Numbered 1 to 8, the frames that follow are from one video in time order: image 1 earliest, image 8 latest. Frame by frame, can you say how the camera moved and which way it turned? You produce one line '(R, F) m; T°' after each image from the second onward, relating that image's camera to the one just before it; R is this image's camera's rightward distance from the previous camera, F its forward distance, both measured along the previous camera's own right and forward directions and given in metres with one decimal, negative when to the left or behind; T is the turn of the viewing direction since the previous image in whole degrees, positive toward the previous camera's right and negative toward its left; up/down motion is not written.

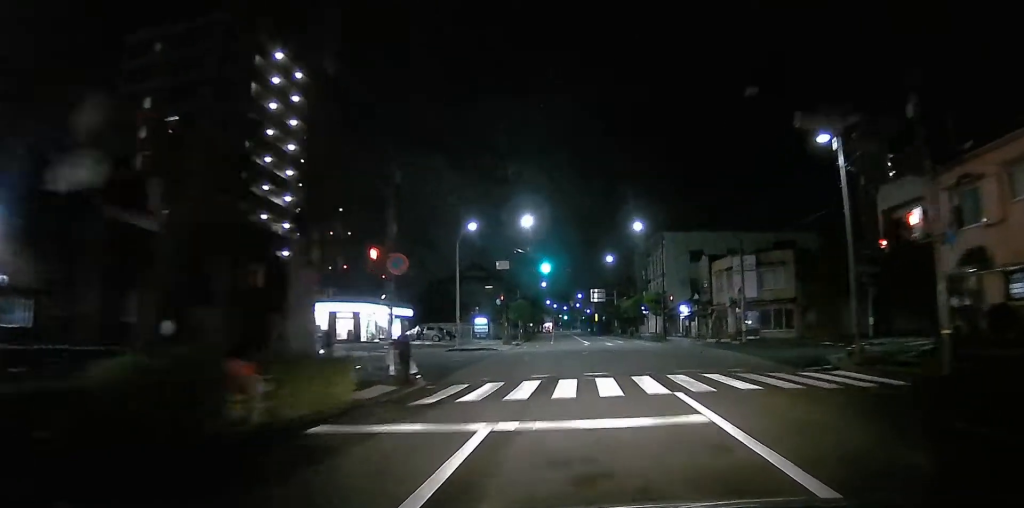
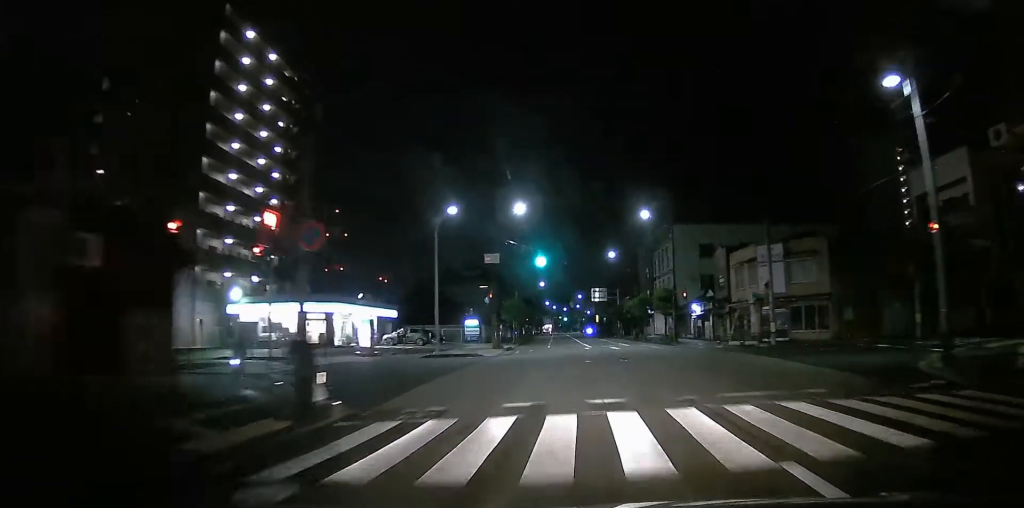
(0.0, +6.5) m; 0°
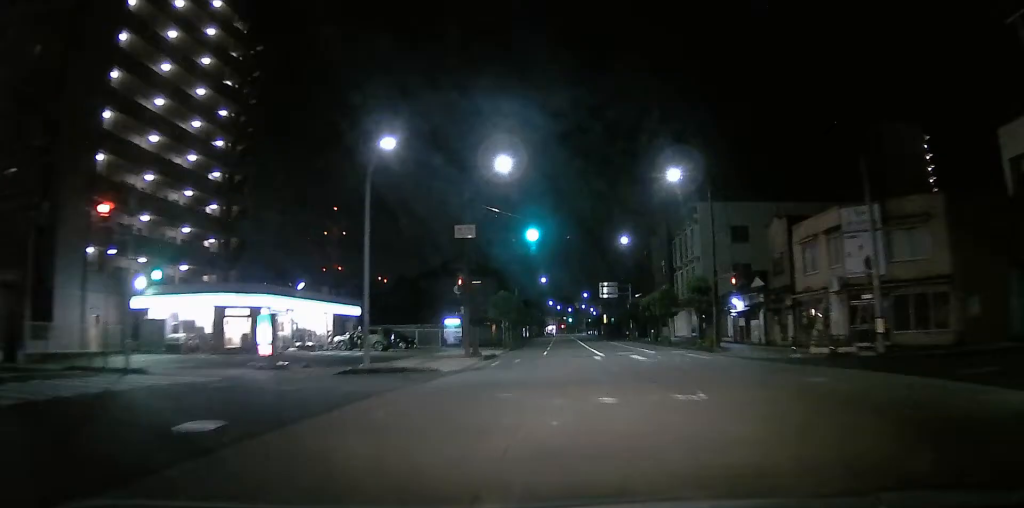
(0.0, +13.0) m; 0°
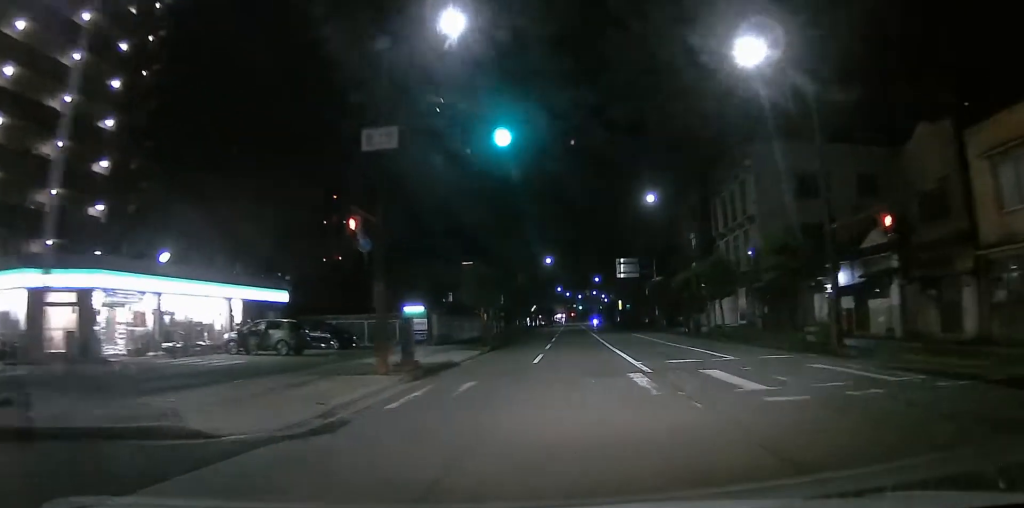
(0.0, +15.7) m; -1°
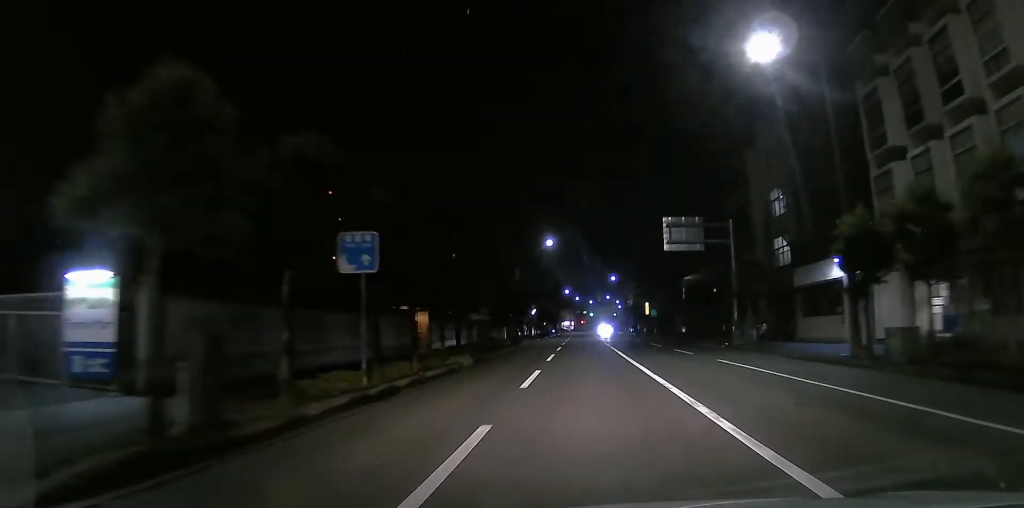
(-0.6, +27.0) m; -2°
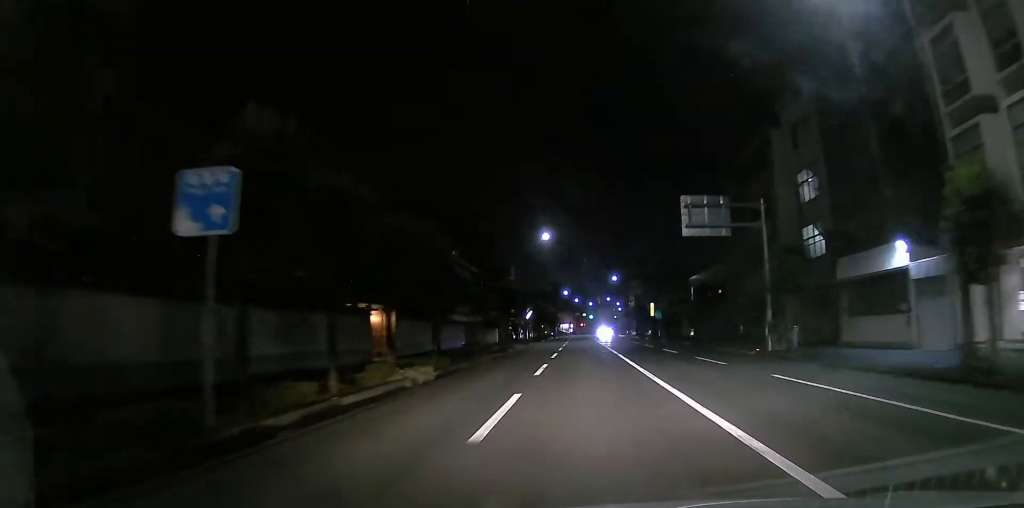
(0.0, +5.9) m; 0°
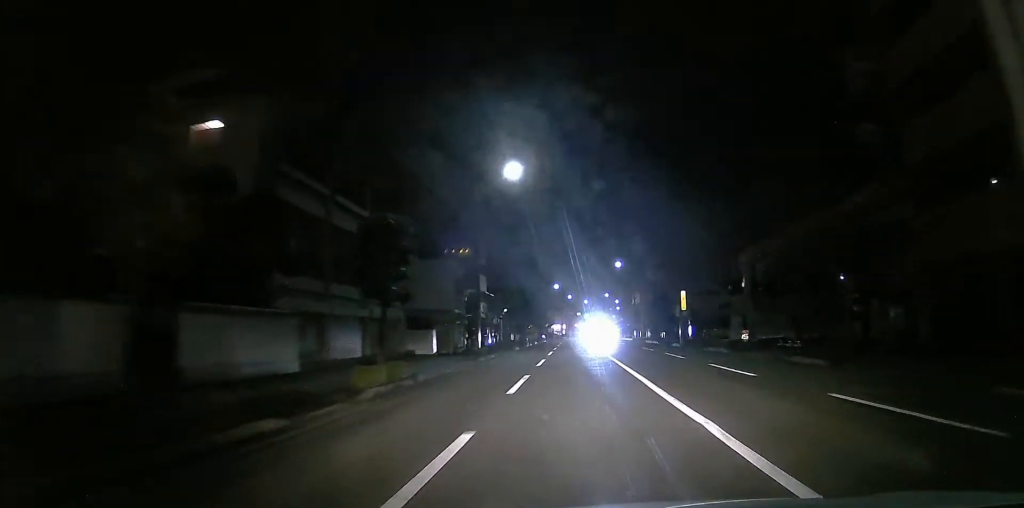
(0.0, +24.0) m; 0°
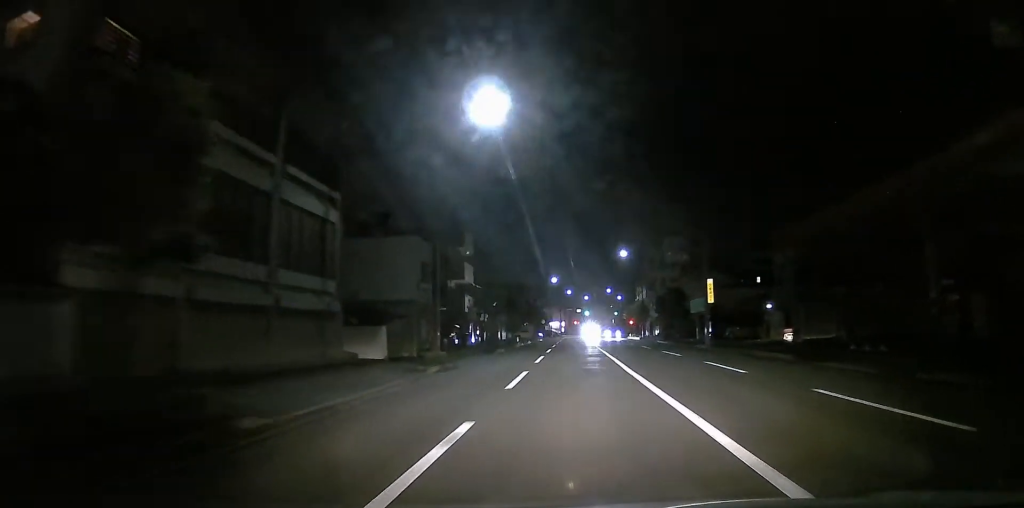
(0.0, +9.4) m; 0°
